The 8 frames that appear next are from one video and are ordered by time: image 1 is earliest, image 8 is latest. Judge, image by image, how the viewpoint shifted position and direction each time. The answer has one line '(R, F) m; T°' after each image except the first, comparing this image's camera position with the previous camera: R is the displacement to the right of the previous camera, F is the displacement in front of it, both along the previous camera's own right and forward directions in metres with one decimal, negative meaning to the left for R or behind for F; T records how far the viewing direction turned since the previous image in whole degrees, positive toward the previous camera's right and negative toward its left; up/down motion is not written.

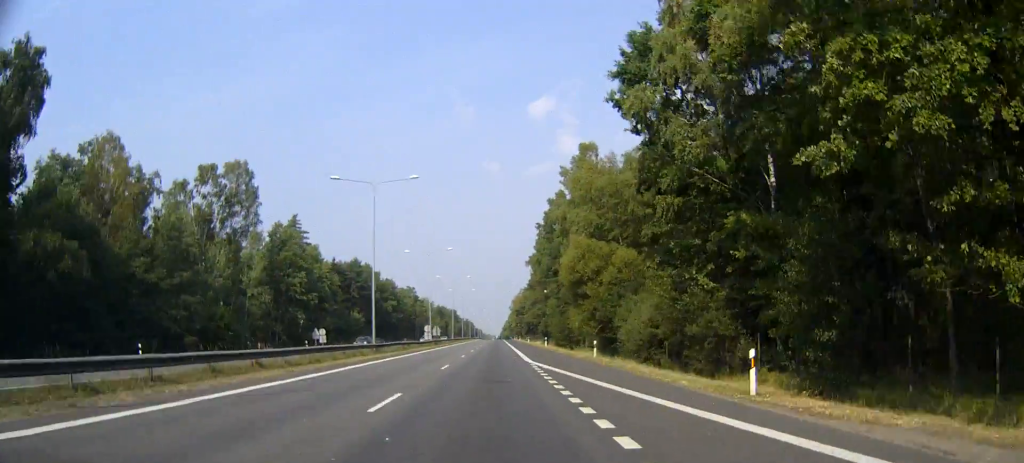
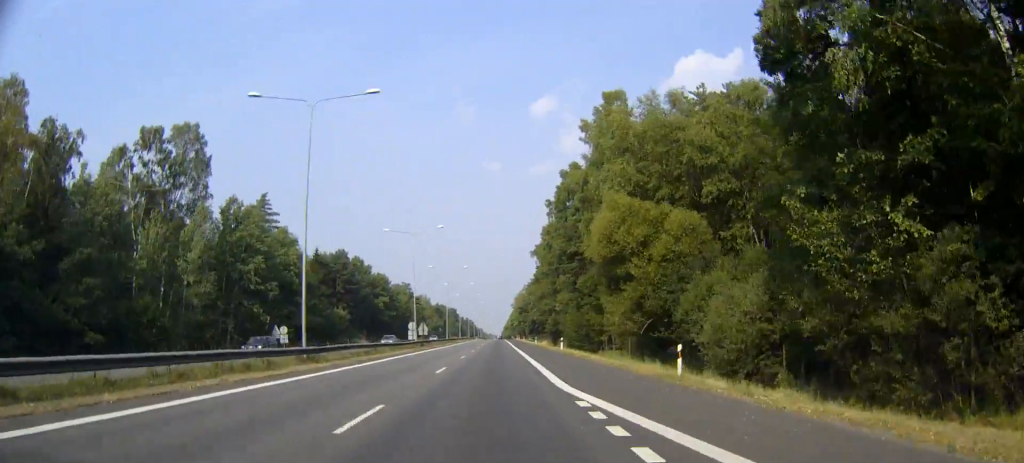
(-0.1, +19.0) m; 0°
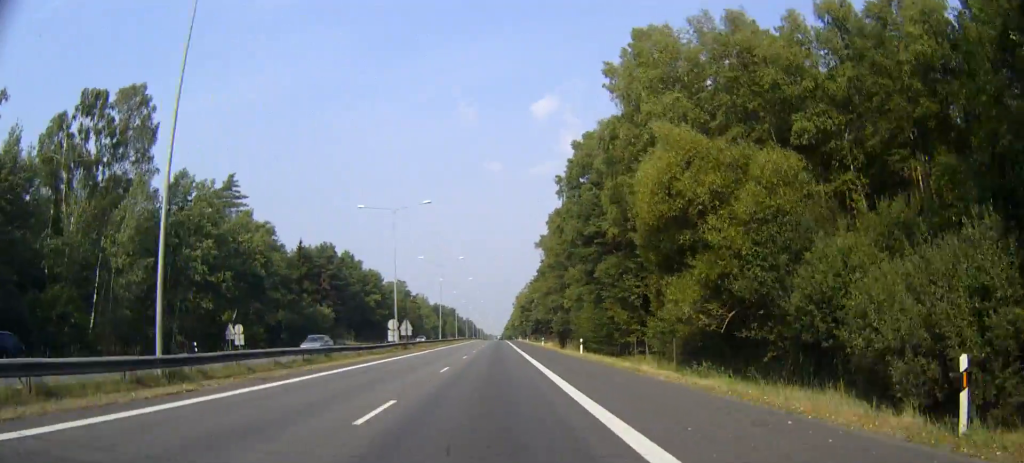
(+0.1, +14.7) m; 0°
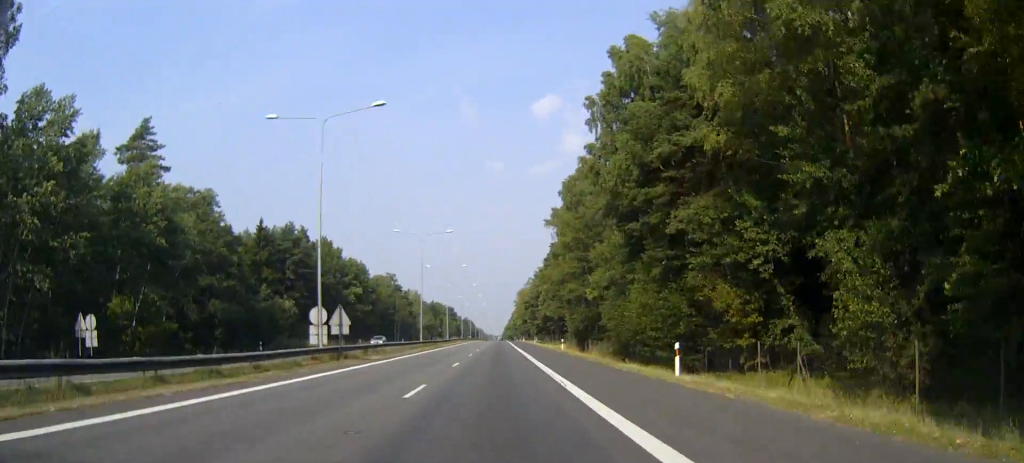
(0.0, +26.8) m; 0°
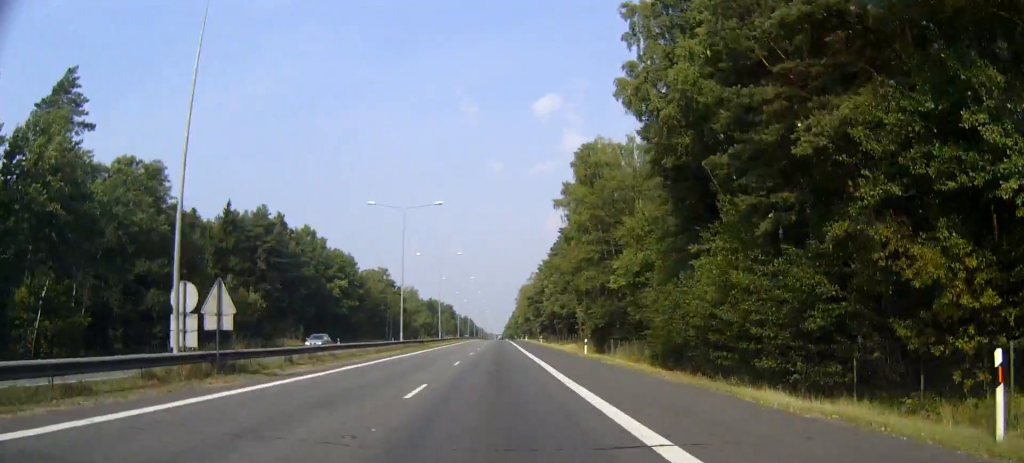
(0.0, +16.4) m; 0°
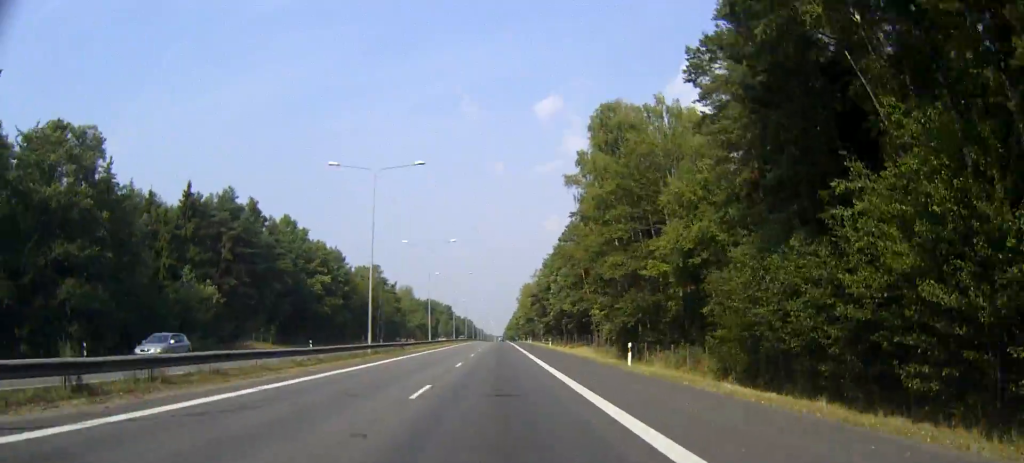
(0.0, +15.6) m; 0°
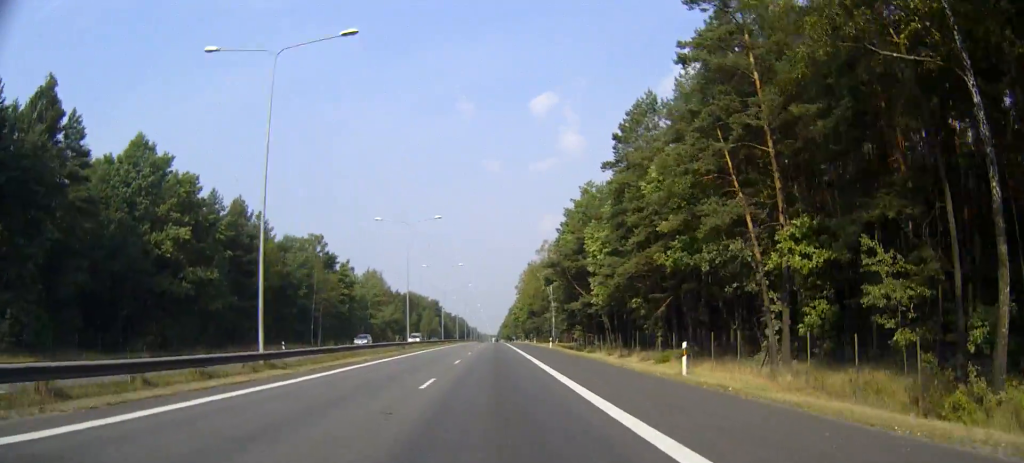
(+0.6, +60.6) m; +1°
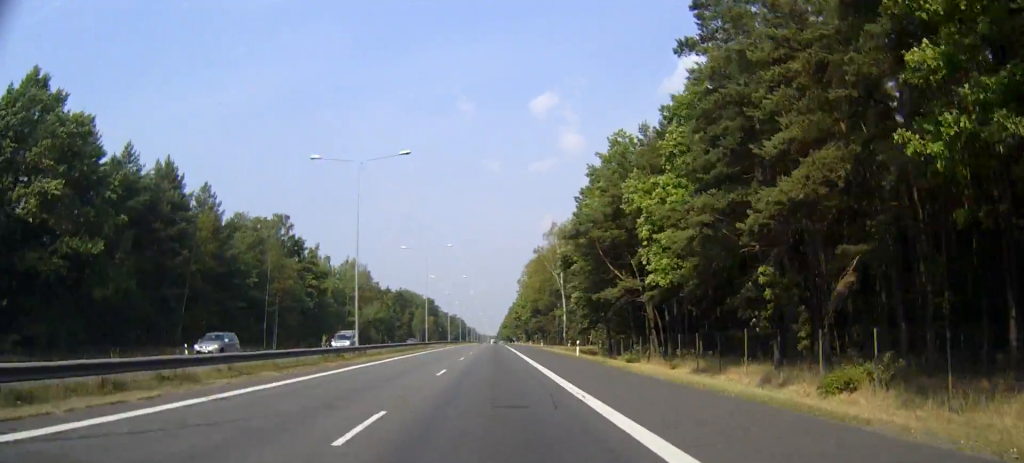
(0.0, +25.1) m; 0°
